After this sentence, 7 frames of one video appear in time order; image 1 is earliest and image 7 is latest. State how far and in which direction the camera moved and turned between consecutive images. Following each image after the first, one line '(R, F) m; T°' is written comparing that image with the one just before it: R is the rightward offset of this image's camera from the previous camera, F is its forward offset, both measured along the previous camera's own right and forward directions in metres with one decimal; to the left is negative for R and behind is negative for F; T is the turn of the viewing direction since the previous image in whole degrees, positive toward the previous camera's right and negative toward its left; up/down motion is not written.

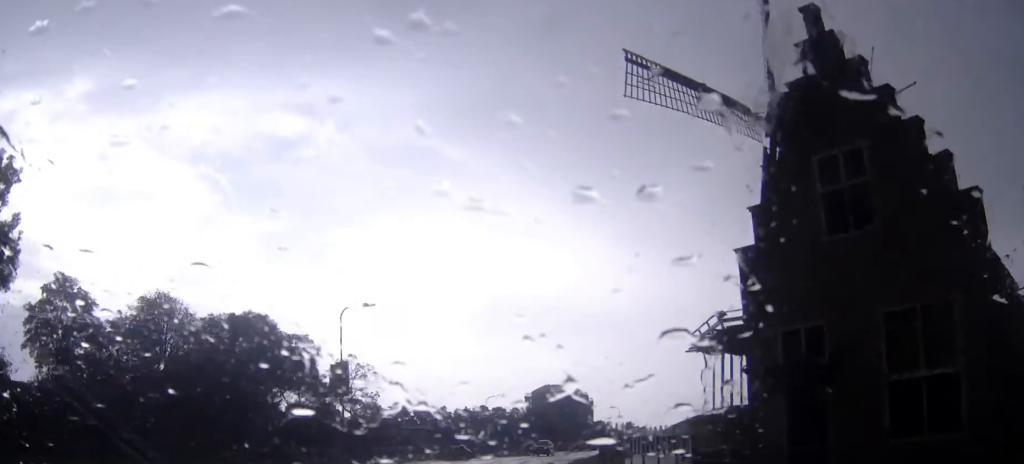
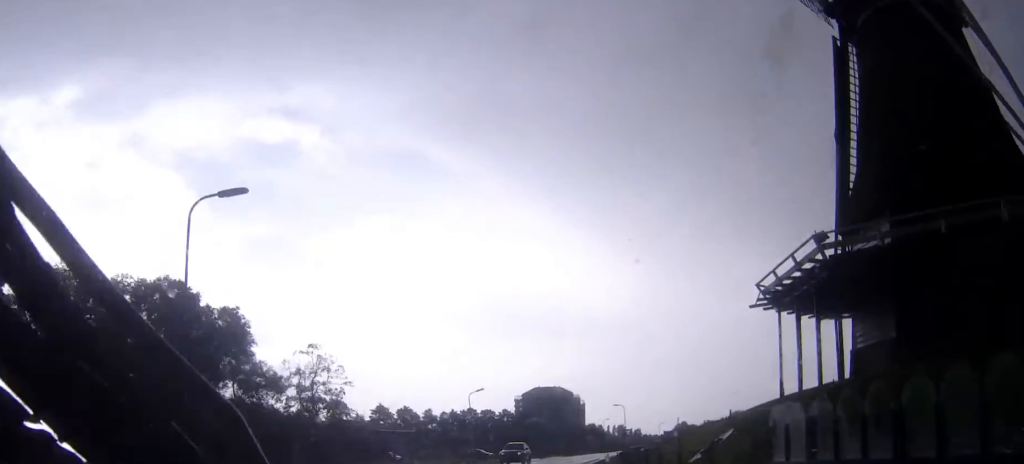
(+0.2, +12.3) m; +2°
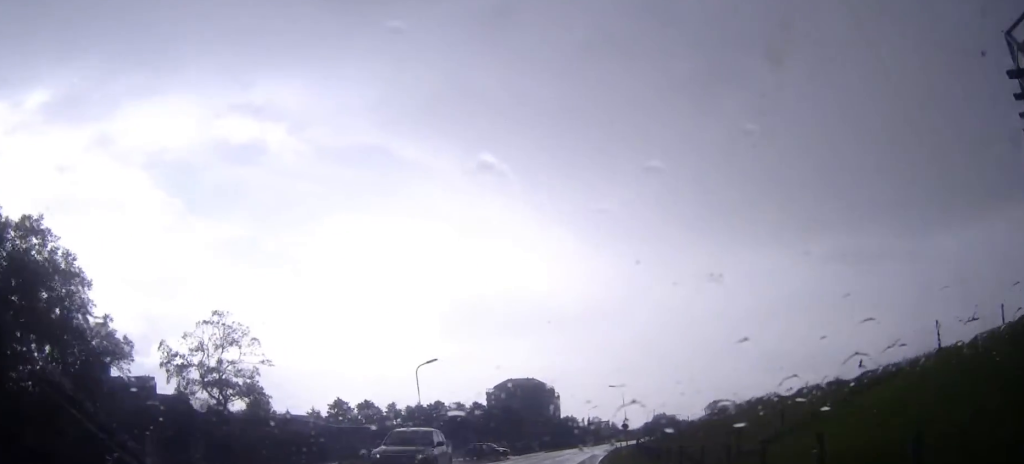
(+0.2, +18.1) m; +2°
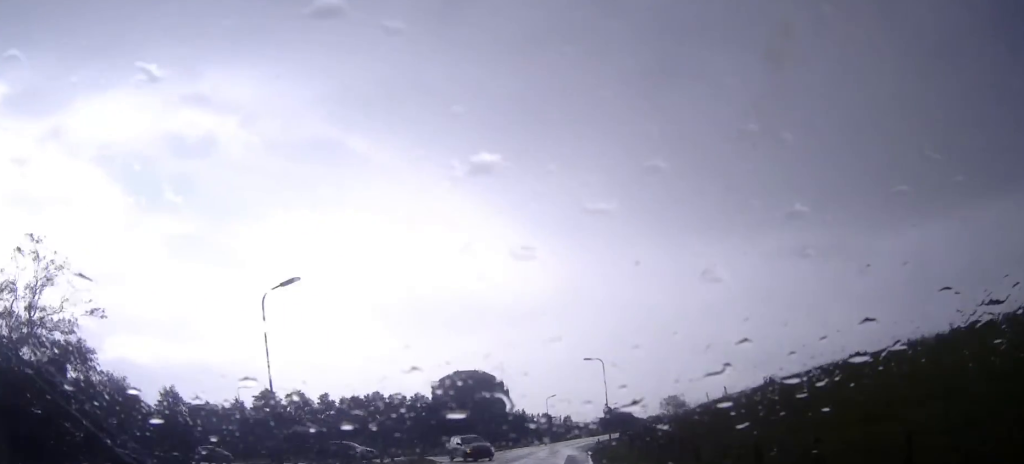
(+0.6, +20.2) m; +4°
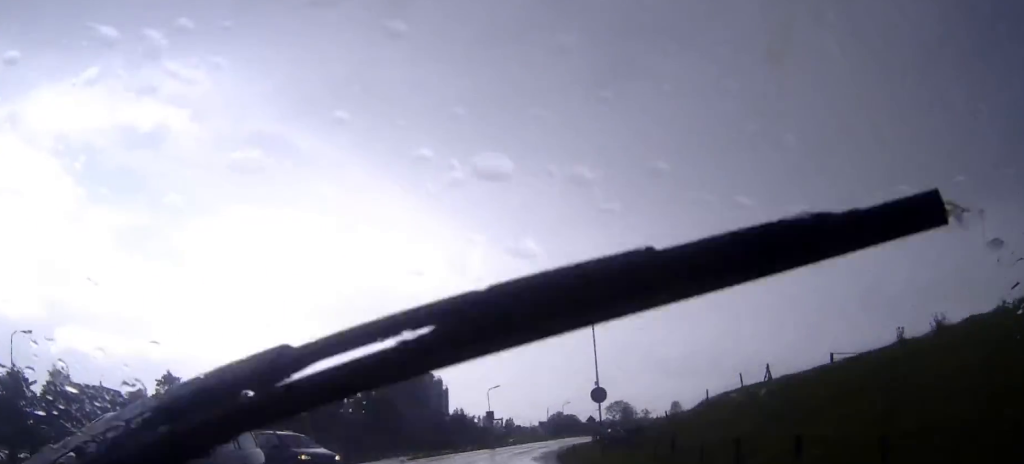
(+1.0, +23.3) m; +4°
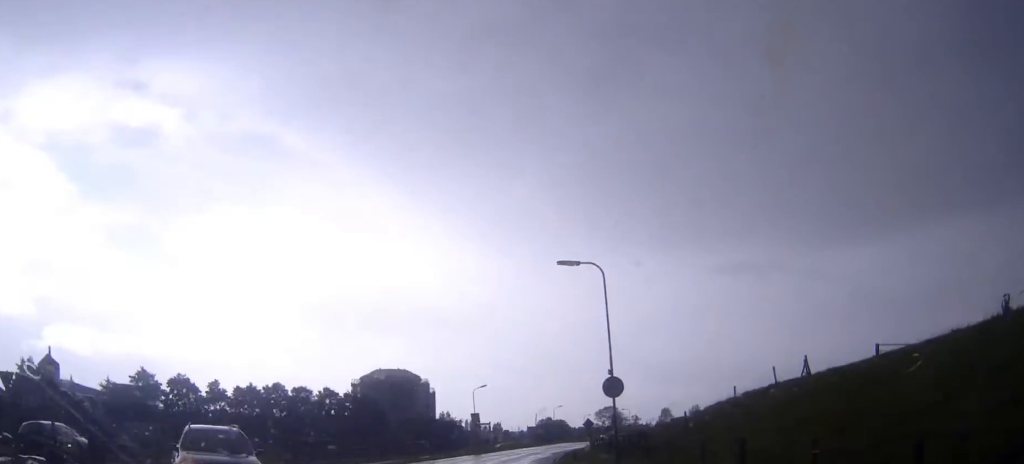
(0.0, +7.2) m; +1°
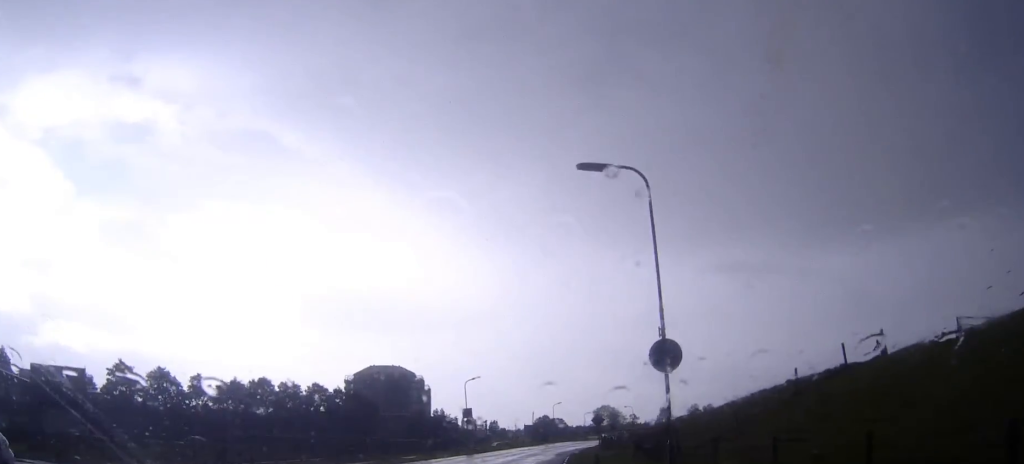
(+0.1, +8.1) m; -2°
